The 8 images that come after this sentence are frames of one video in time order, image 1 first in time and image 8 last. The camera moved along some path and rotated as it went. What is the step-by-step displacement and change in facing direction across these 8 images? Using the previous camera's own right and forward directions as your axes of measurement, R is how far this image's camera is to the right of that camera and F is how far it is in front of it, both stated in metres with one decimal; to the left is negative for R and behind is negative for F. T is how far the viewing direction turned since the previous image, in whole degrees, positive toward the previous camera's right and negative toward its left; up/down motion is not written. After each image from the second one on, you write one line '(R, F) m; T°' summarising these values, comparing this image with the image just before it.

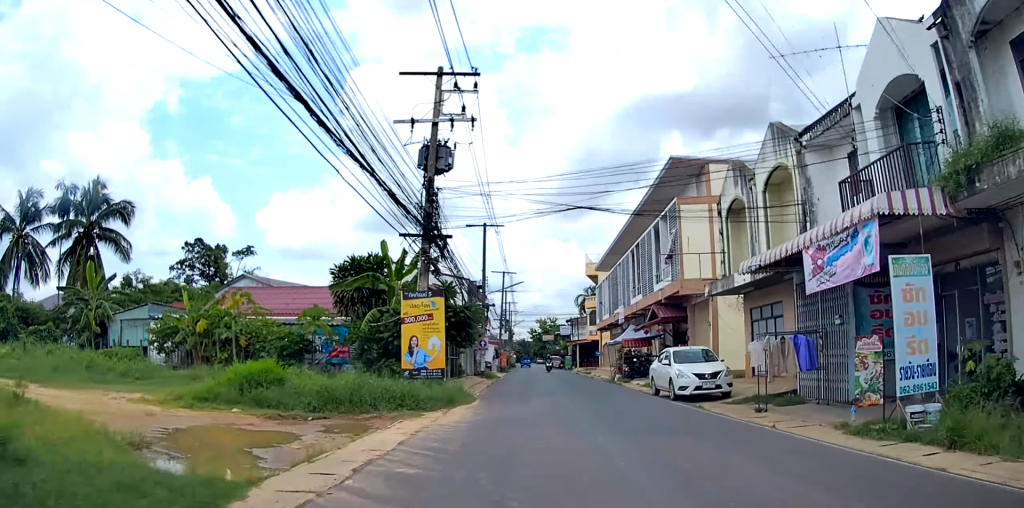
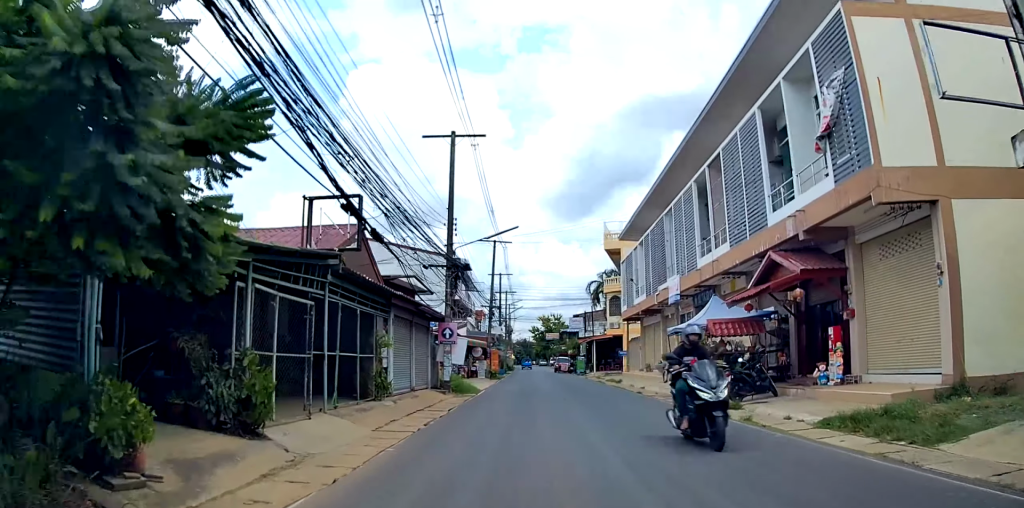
(-0.2, +18.2) m; -1°
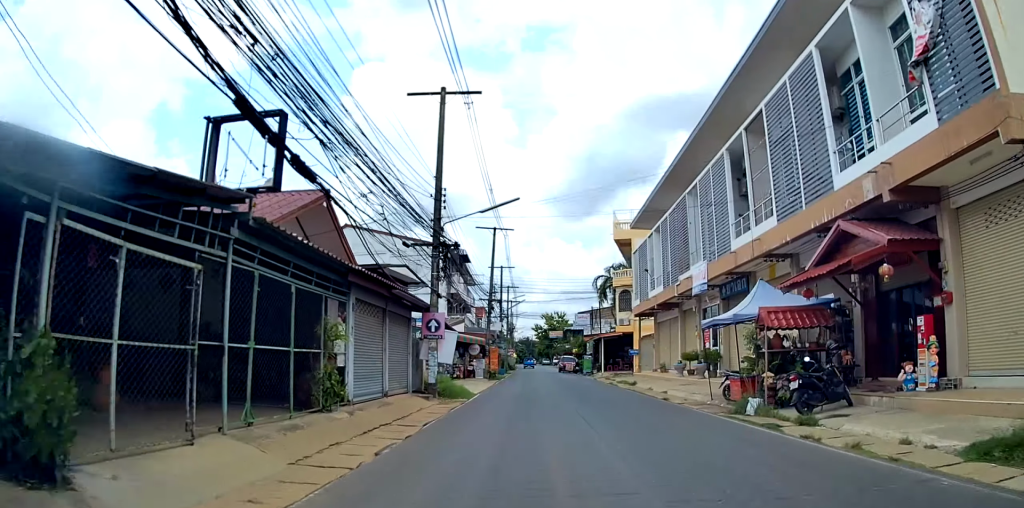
(-0.1, +4.1) m; 0°
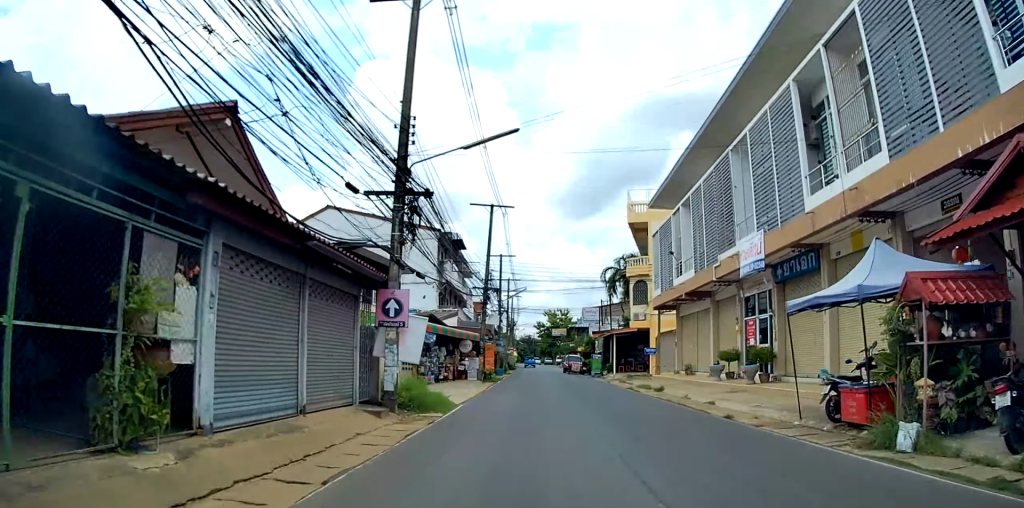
(+0.2, +6.7) m; +1°
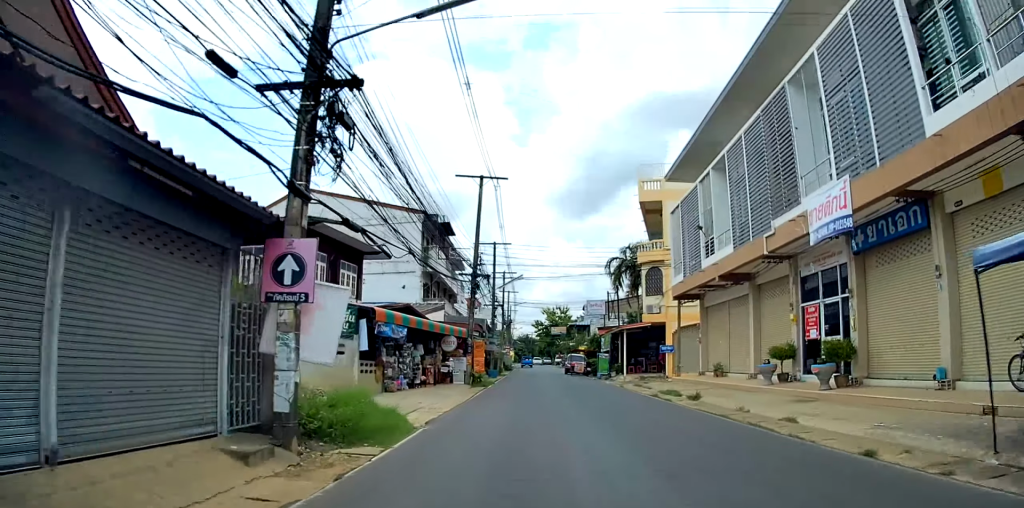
(+0.1, +6.1) m; 0°
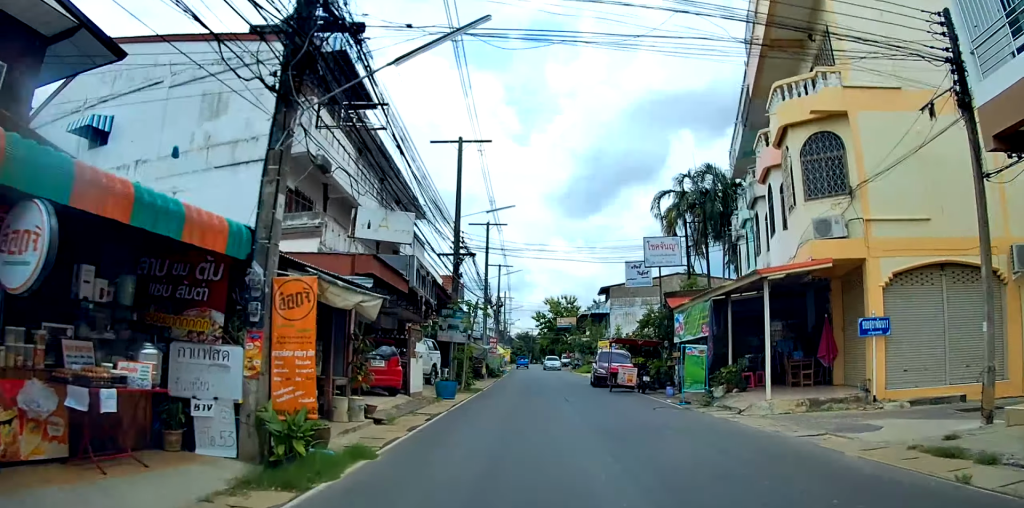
(-0.6, +25.6) m; -3°
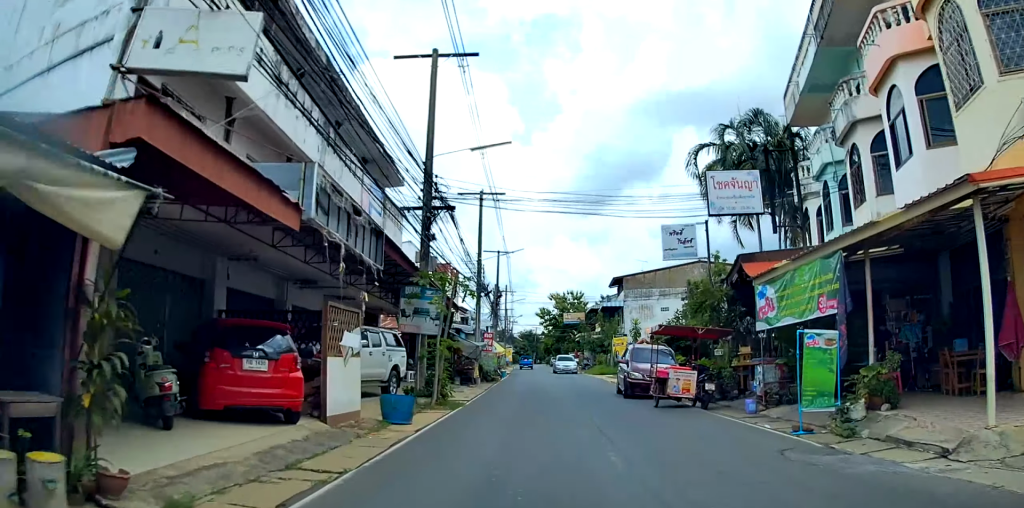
(0.0, +8.4) m; 0°
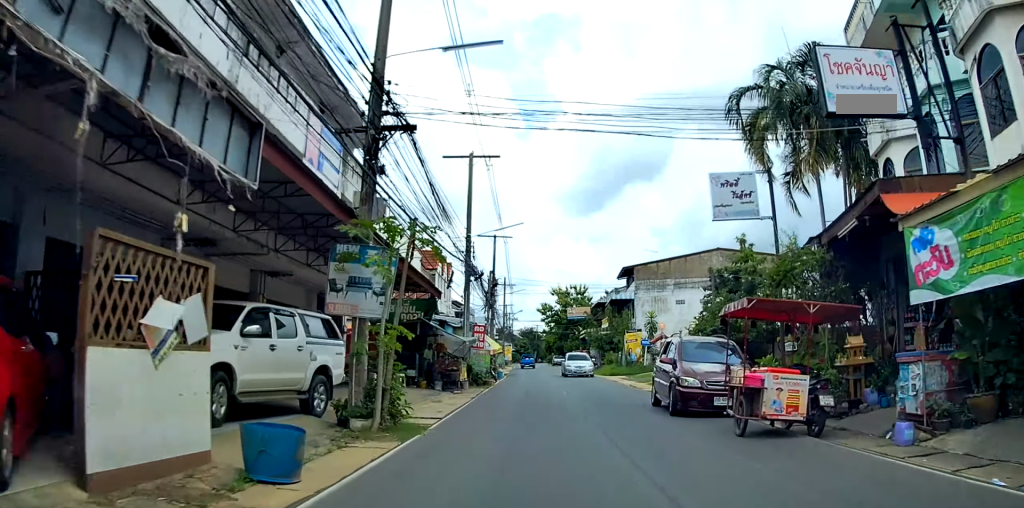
(0.0, +6.5) m; +1°
